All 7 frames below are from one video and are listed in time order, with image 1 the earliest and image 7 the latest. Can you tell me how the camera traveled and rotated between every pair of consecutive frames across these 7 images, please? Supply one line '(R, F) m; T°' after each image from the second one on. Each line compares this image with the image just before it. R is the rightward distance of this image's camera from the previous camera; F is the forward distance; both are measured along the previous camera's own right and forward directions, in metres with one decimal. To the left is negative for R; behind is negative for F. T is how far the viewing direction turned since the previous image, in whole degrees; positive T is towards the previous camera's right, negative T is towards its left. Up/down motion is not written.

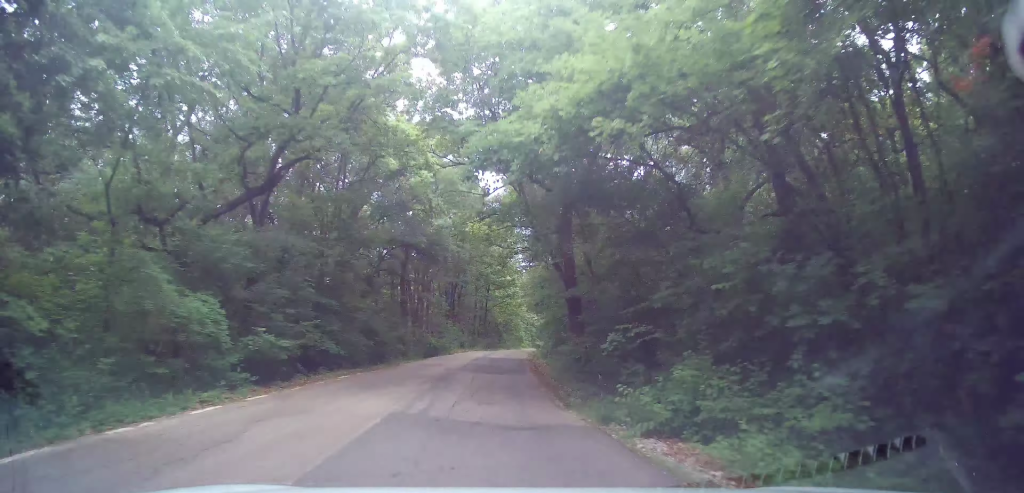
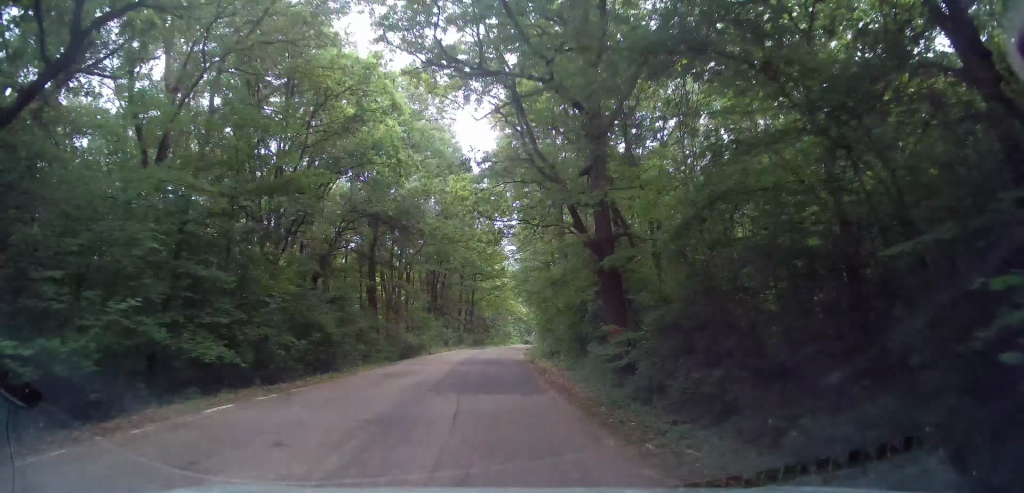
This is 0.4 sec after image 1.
(+0.1, +10.2) m; +1°
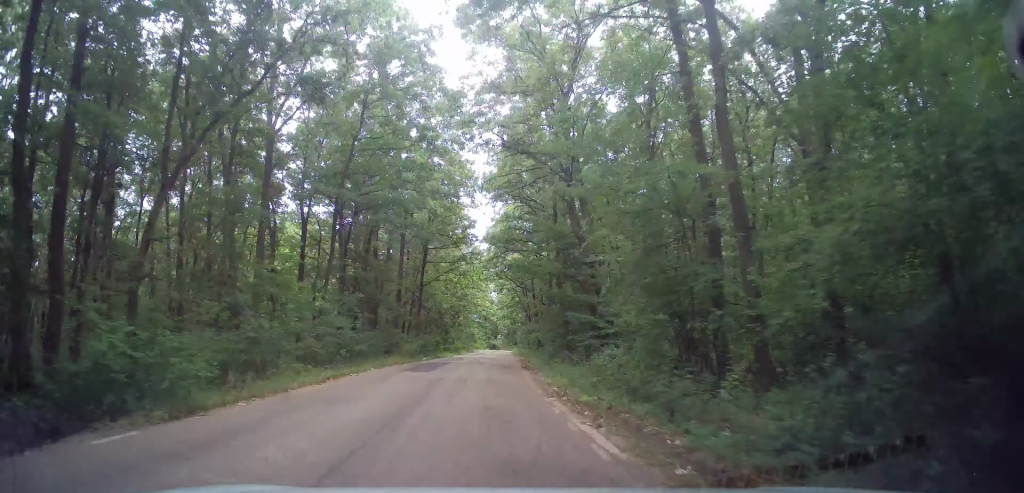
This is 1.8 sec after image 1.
(+1.4, +34.2) m; +2°
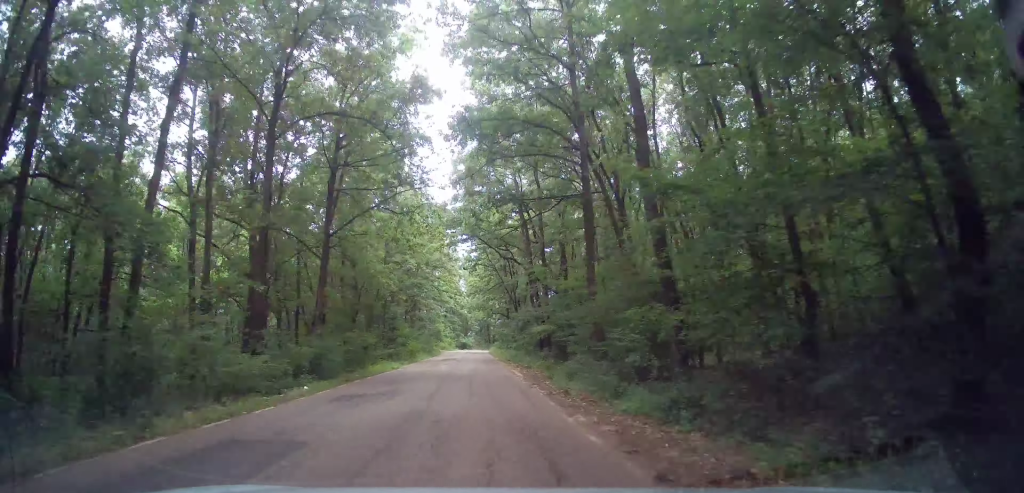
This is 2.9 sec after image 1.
(-0.6, +23.7) m; +6°
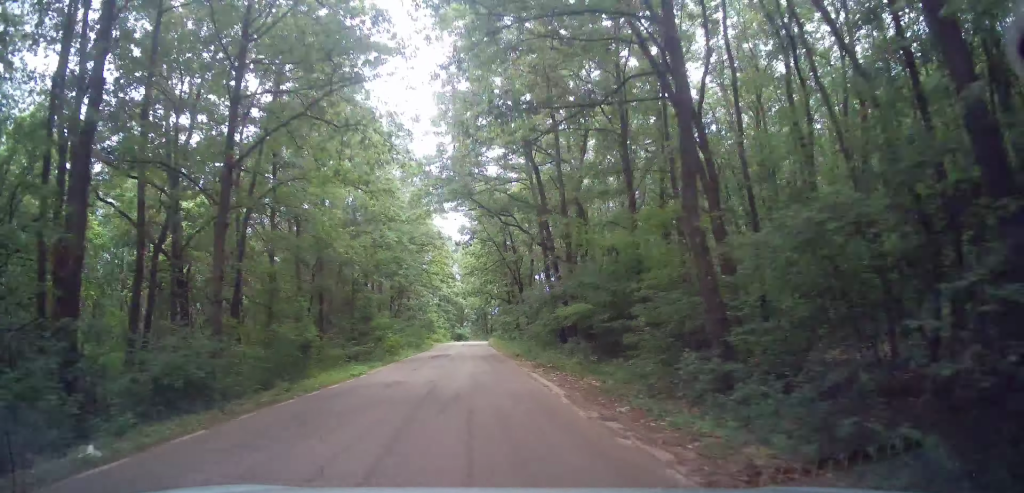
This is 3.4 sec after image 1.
(+1.4, +8.7) m; +3°
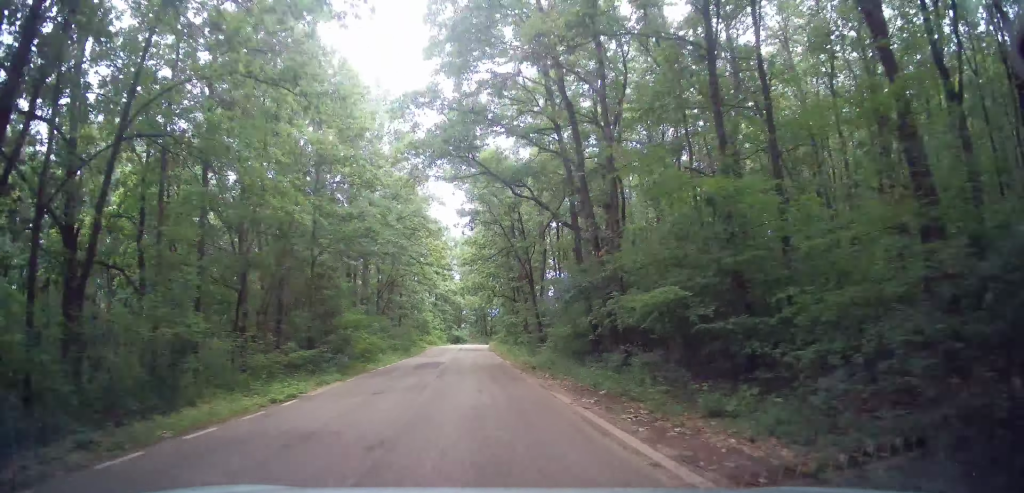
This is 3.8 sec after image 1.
(+0.8, +7.5) m; +2°
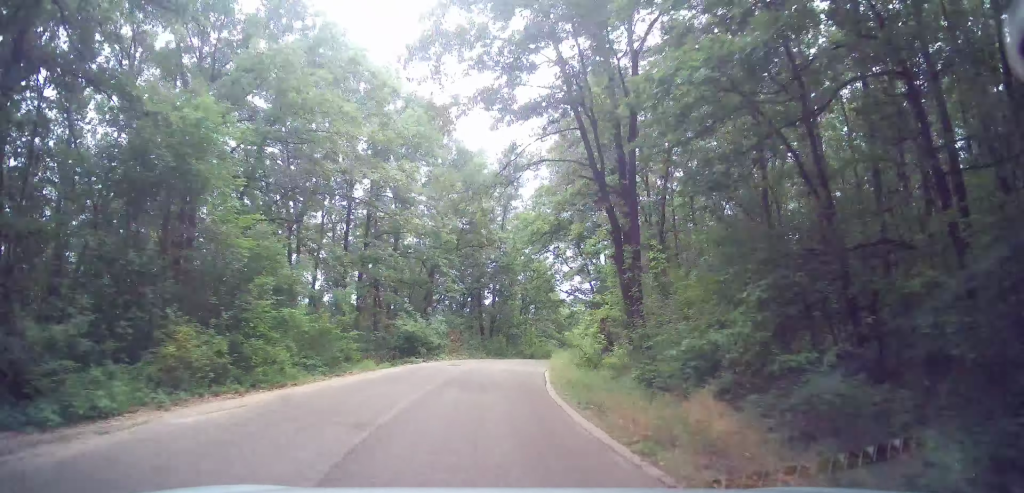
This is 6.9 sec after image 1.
(-0.6, +54.3) m; +1°
